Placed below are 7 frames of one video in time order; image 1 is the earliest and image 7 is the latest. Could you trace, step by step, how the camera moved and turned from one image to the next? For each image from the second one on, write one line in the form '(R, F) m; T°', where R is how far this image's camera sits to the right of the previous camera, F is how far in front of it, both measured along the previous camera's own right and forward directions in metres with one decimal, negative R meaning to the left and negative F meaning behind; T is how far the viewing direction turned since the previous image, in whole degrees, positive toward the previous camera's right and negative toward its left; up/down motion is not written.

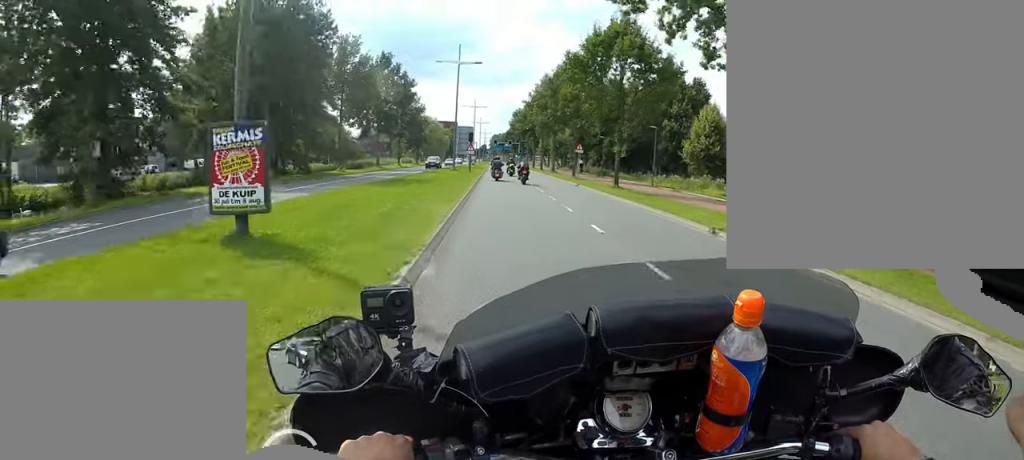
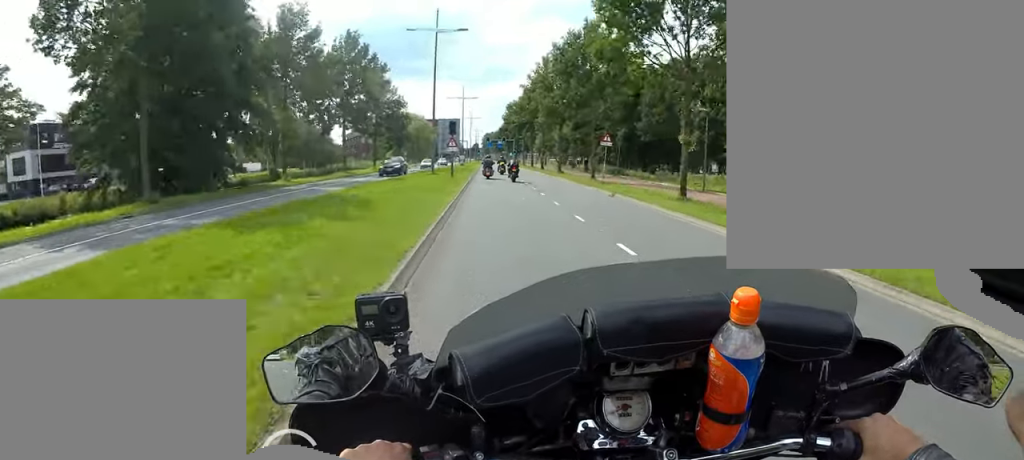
(-0.3, +10.9) m; -1°
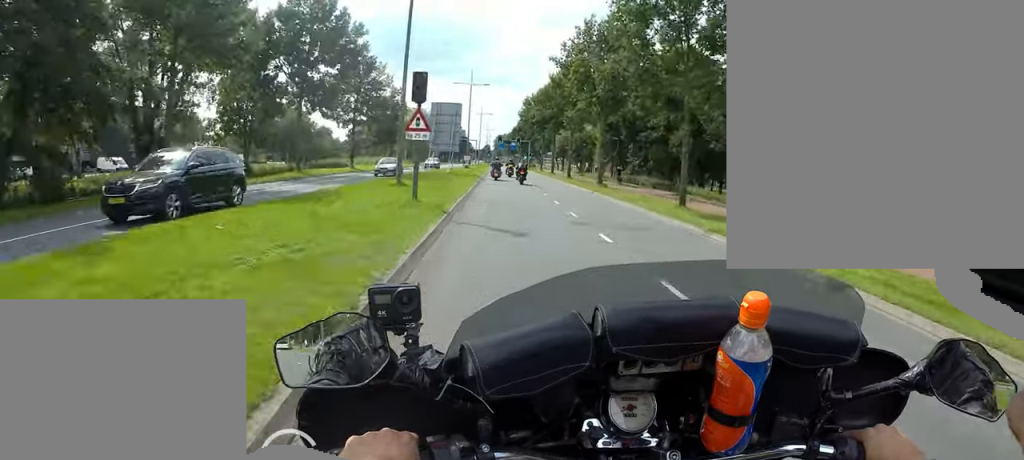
(-0.1, +14.4) m; 0°
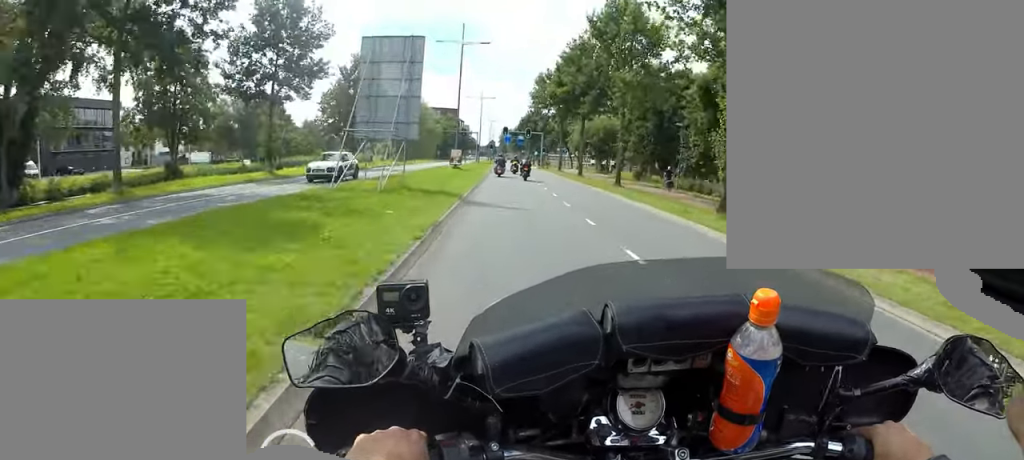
(0.0, +18.5) m; 0°
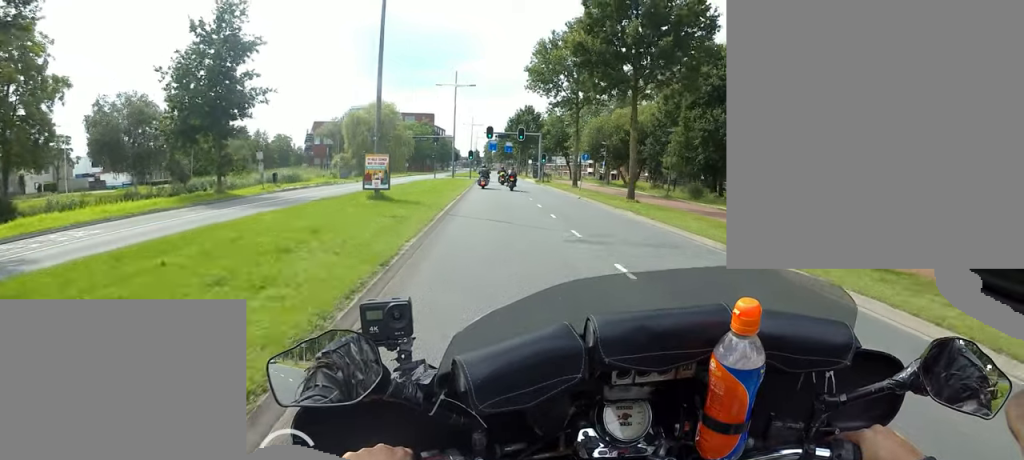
(0.0, +20.9) m; 0°
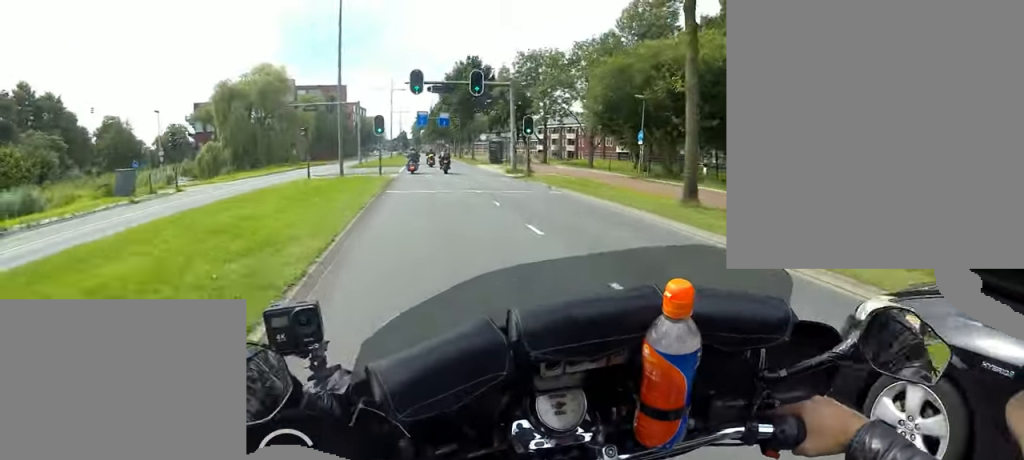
(0.0, +26.2) m; 0°
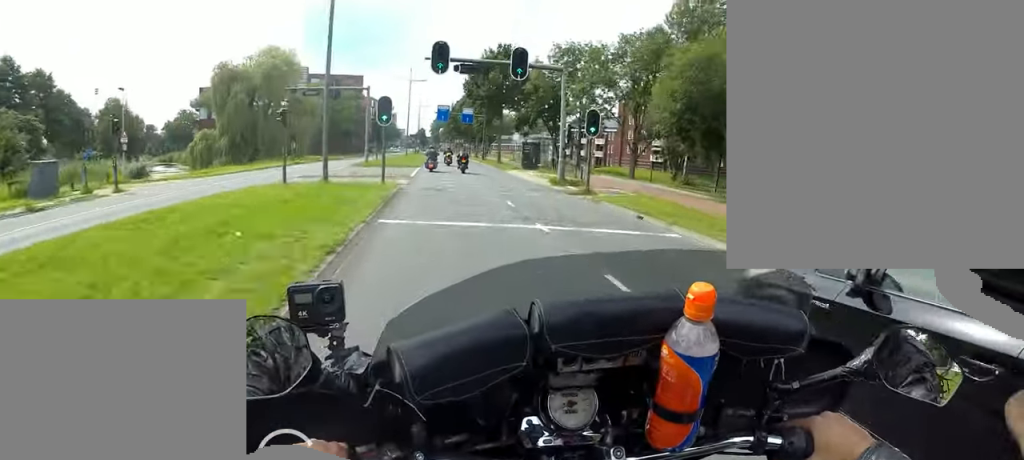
(0.0, +7.4) m; 0°
